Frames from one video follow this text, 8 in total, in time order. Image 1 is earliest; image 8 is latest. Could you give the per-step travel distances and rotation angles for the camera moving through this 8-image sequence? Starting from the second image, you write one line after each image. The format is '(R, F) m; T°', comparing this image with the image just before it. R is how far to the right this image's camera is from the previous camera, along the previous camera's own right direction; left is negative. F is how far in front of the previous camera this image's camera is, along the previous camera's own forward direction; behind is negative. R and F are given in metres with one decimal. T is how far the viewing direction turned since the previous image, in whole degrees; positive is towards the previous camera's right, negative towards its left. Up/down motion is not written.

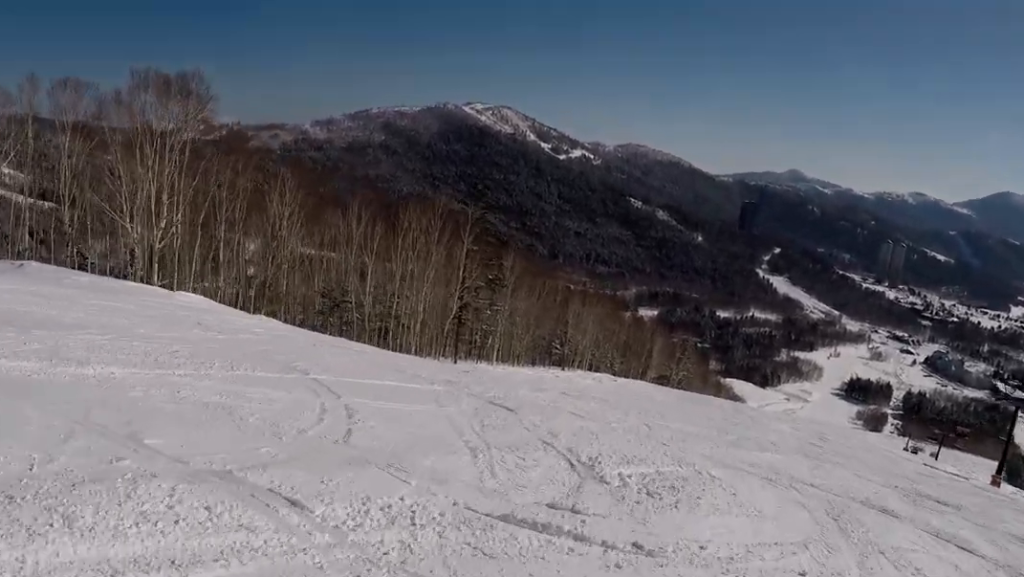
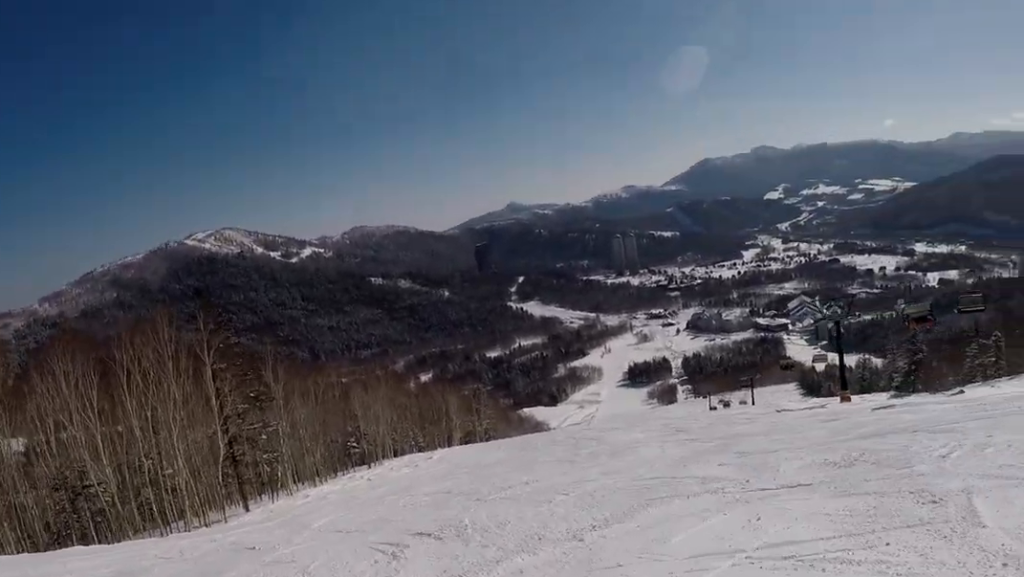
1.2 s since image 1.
(+1.5, +9.5) m; +11°
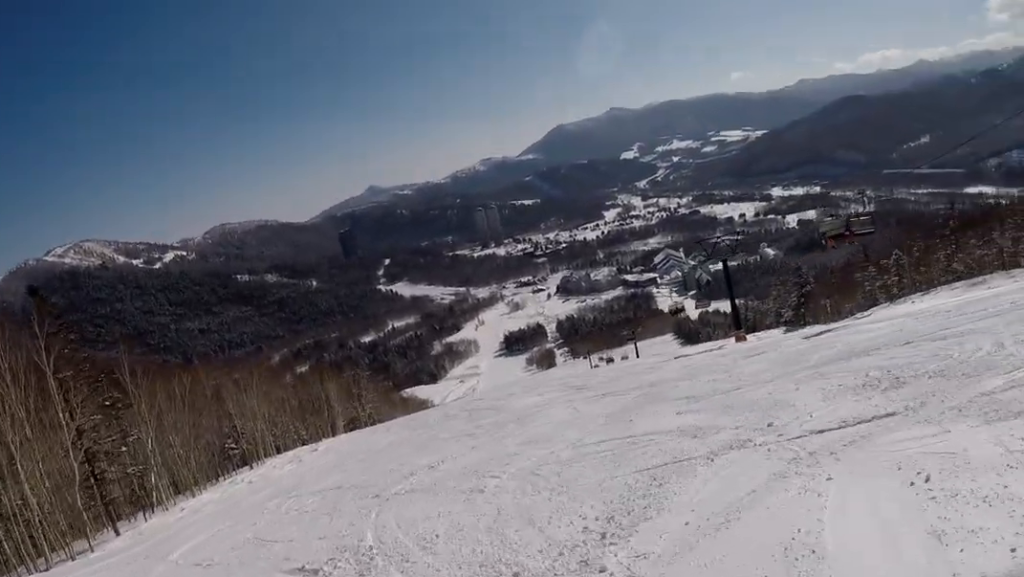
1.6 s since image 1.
(0.0, +4.2) m; +1°
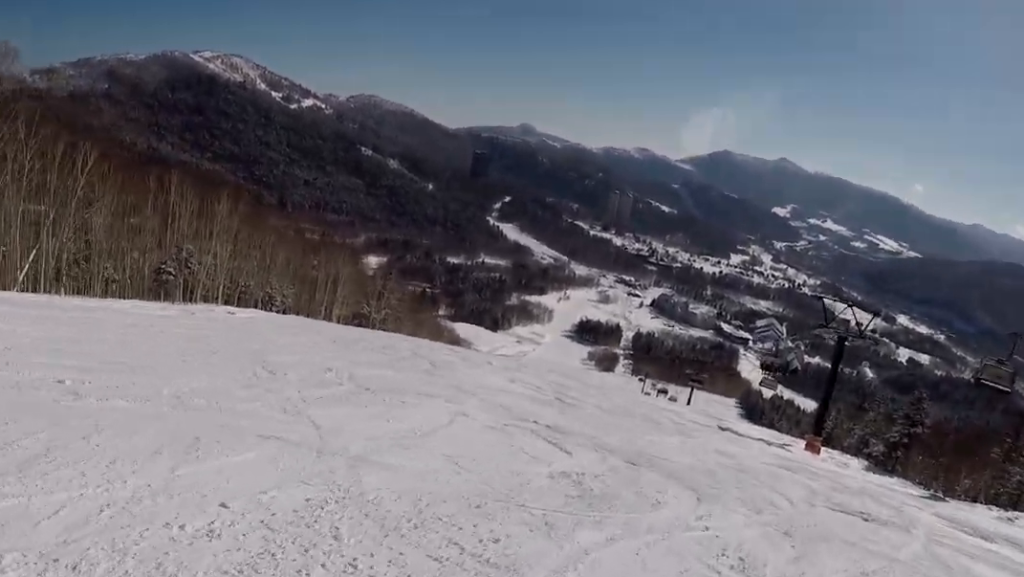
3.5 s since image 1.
(-0.8, +16.5) m; -15°
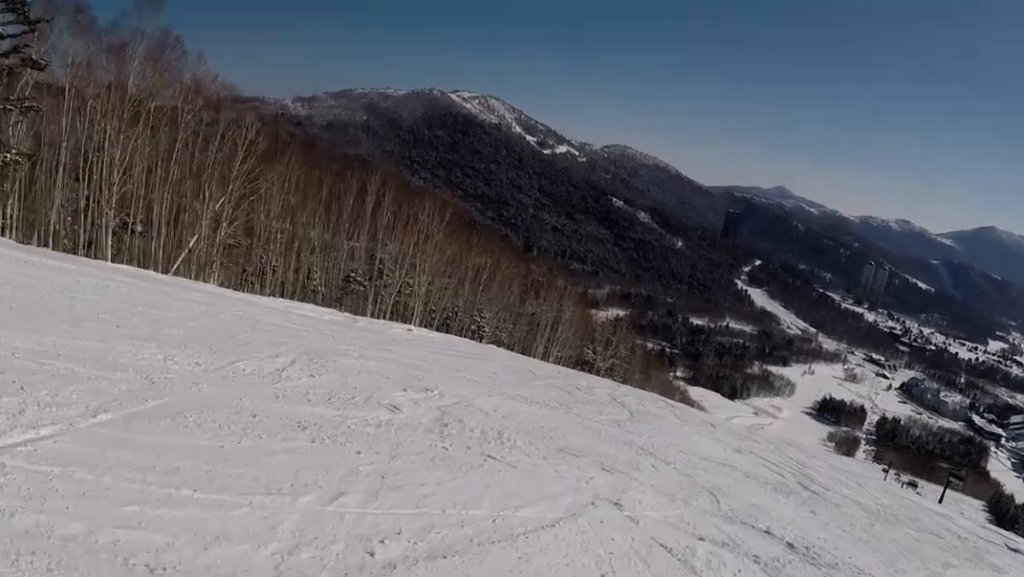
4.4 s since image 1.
(-1.3, +7.9) m; -14°
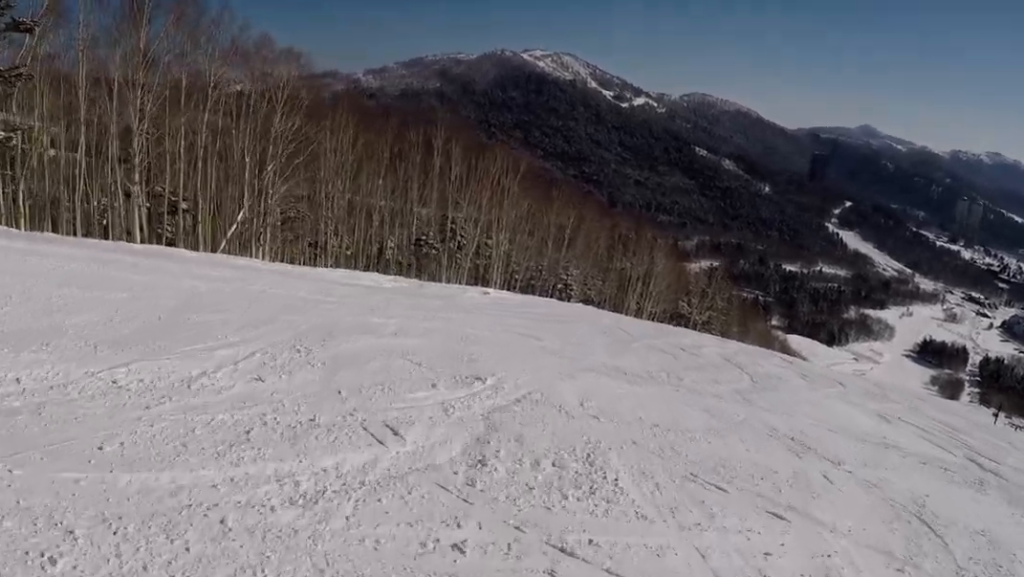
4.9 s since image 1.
(-0.6, +4.3) m; +1°
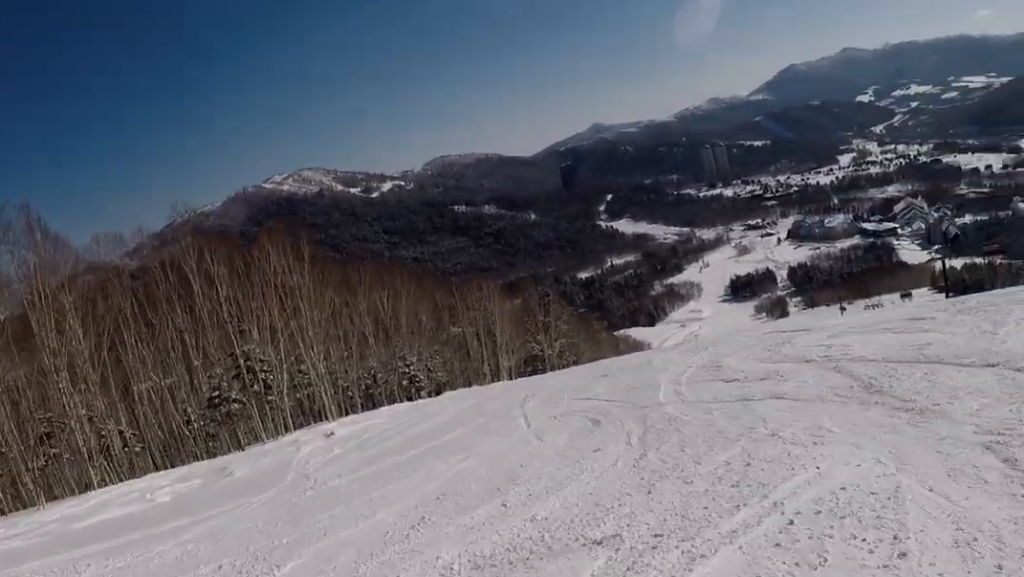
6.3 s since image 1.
(+1.2, +12.5) m; +27°
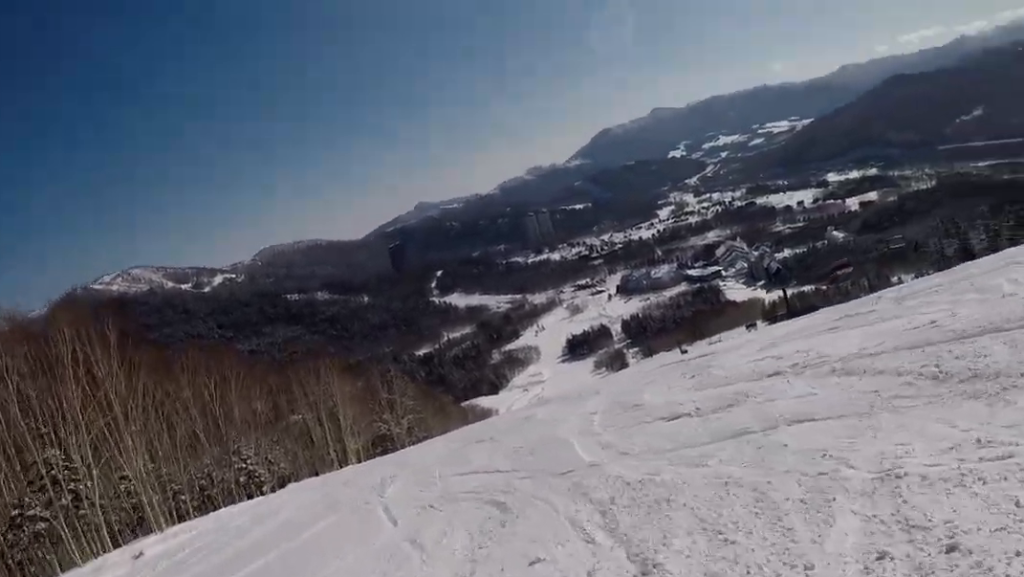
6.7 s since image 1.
(+1.1, +4.0) m; +9°
